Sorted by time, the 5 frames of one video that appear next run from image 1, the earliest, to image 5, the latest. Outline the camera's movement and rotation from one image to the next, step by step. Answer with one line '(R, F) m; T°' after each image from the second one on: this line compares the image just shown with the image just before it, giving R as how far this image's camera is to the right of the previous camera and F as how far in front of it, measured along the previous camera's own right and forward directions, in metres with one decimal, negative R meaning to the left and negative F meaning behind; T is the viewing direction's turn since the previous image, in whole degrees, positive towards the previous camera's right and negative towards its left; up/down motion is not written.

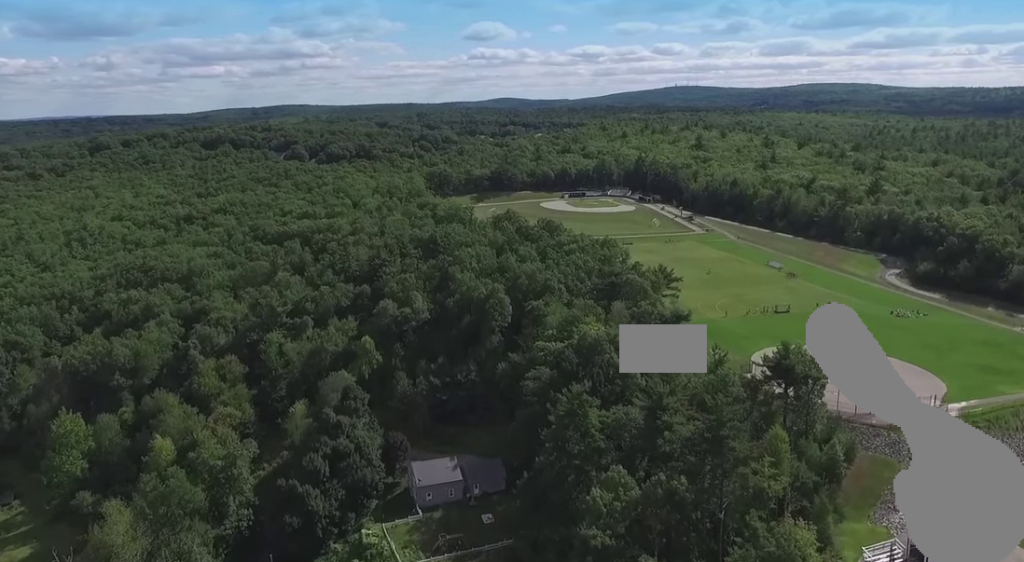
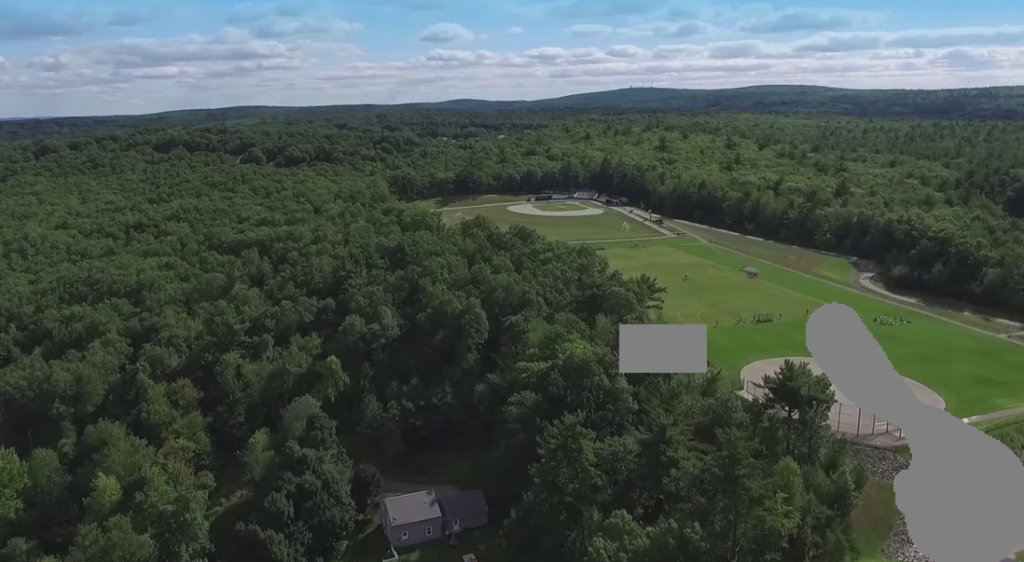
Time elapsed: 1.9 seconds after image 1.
(+0.2, +12.4) m; +3°
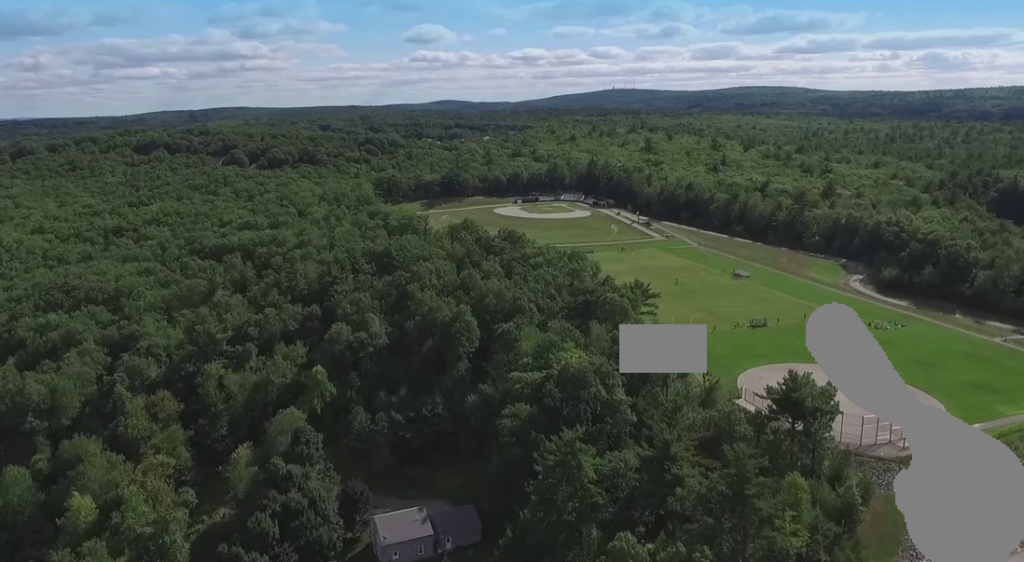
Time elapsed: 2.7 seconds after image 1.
(+0.1, +4.8) m; +3°
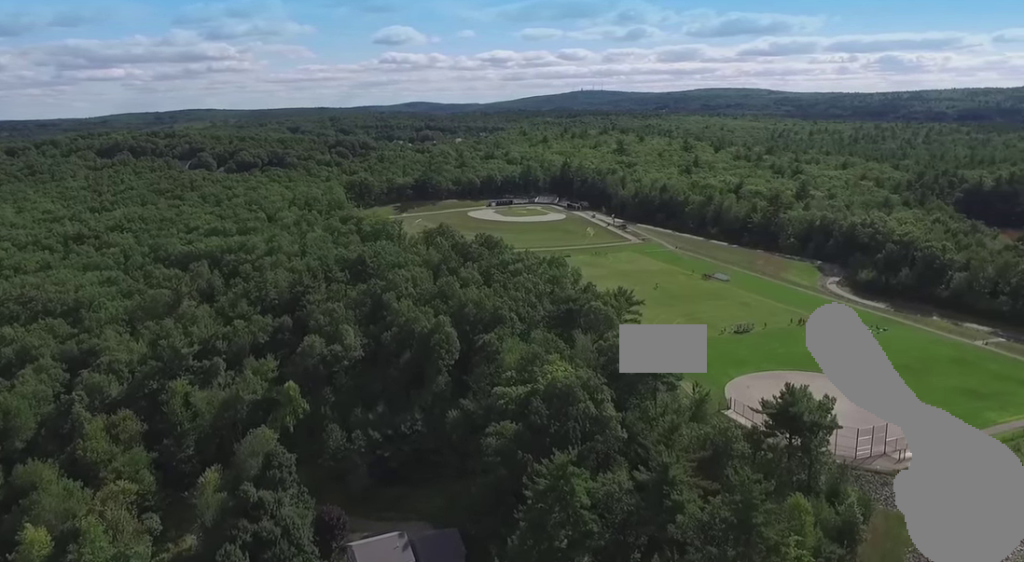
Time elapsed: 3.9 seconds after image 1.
(+0.3, +6.5) m; +4°
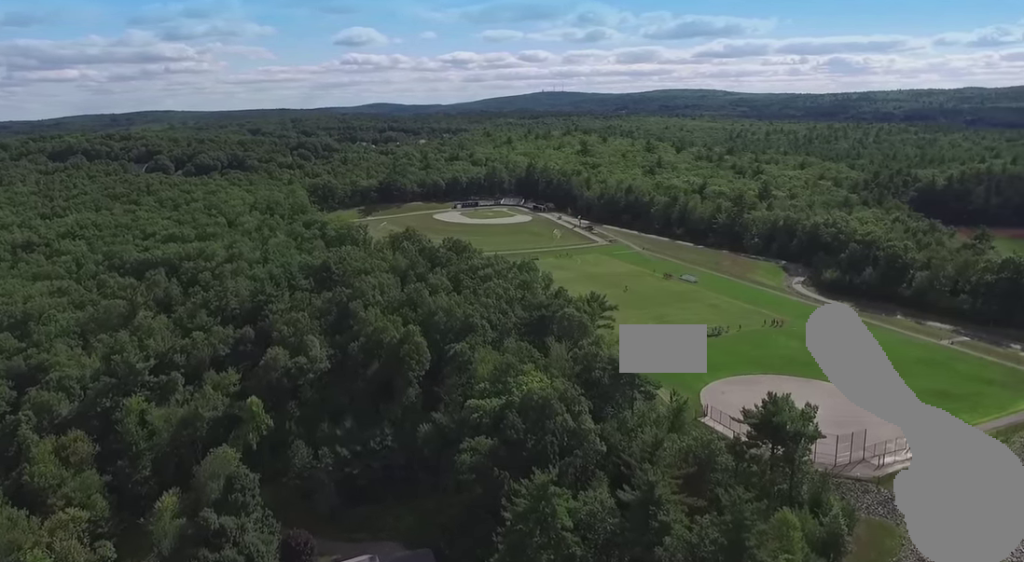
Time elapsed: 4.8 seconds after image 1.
(+0.2, +5.3) m; +4°
